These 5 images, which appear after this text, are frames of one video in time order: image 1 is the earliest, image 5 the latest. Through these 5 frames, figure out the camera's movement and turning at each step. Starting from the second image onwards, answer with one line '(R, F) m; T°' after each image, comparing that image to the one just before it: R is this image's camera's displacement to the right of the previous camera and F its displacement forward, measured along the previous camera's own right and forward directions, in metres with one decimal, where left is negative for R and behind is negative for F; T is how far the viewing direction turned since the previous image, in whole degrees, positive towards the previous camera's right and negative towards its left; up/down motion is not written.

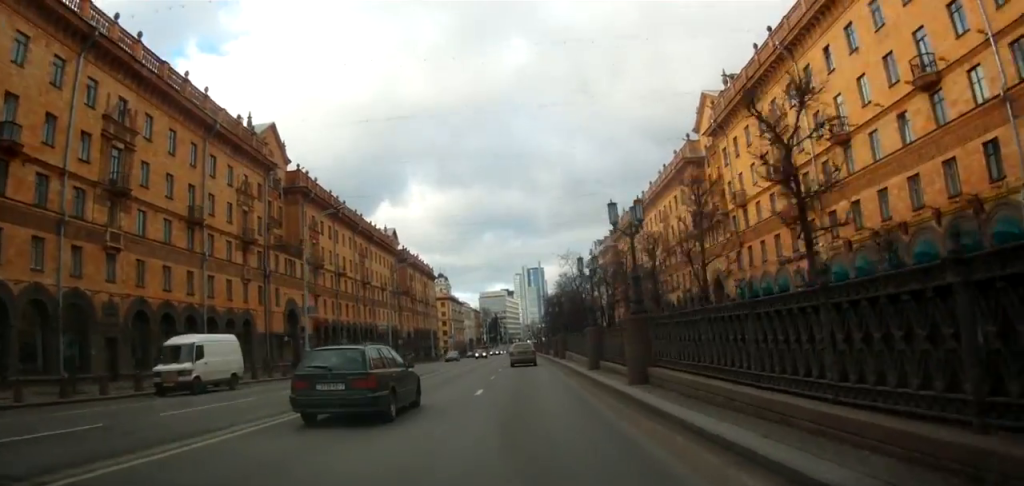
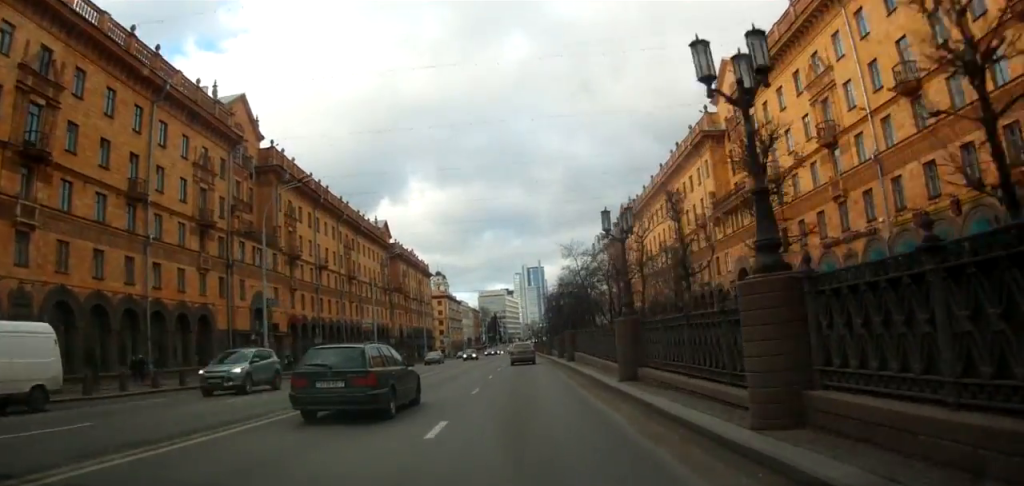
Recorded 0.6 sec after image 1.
(-0.3, +8.5) m; -3°
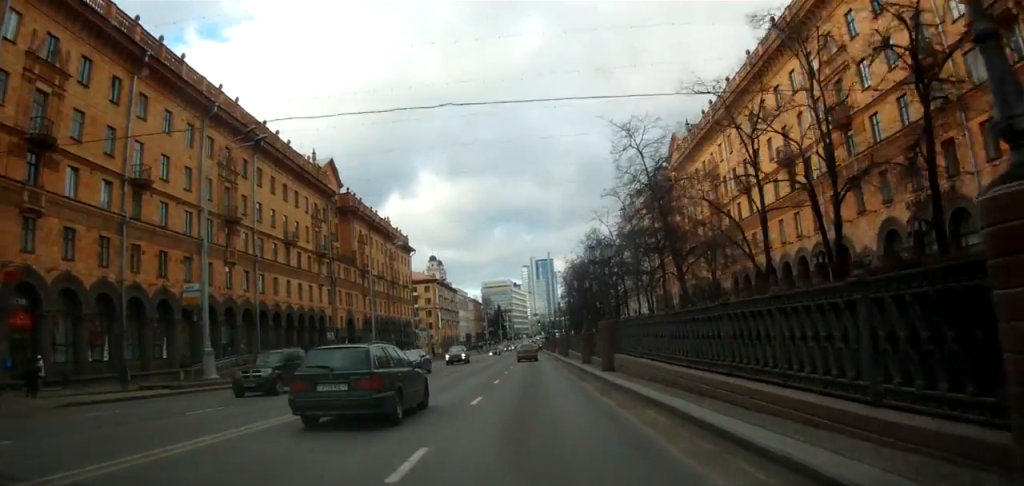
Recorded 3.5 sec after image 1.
(-0.8, +42.8) m; -1°
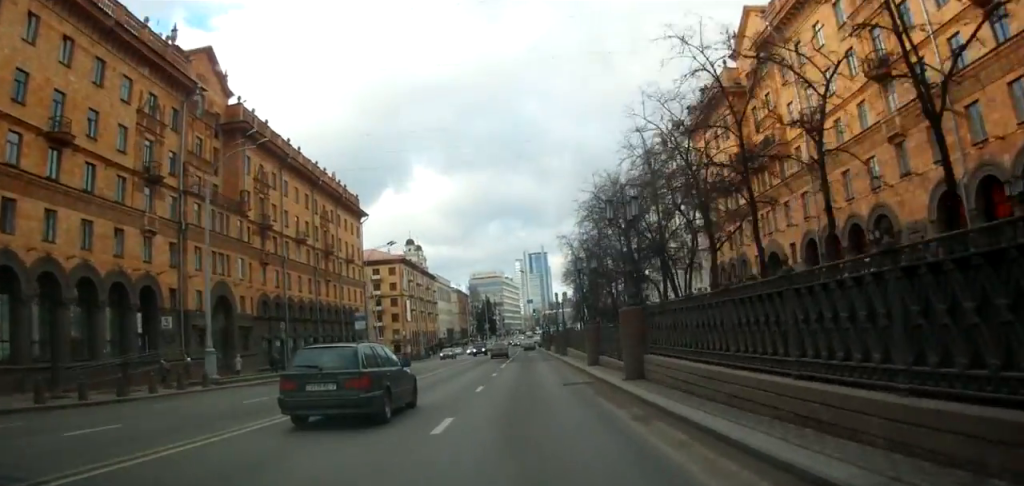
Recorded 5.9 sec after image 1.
(+0.4, +37.6) m; +2°
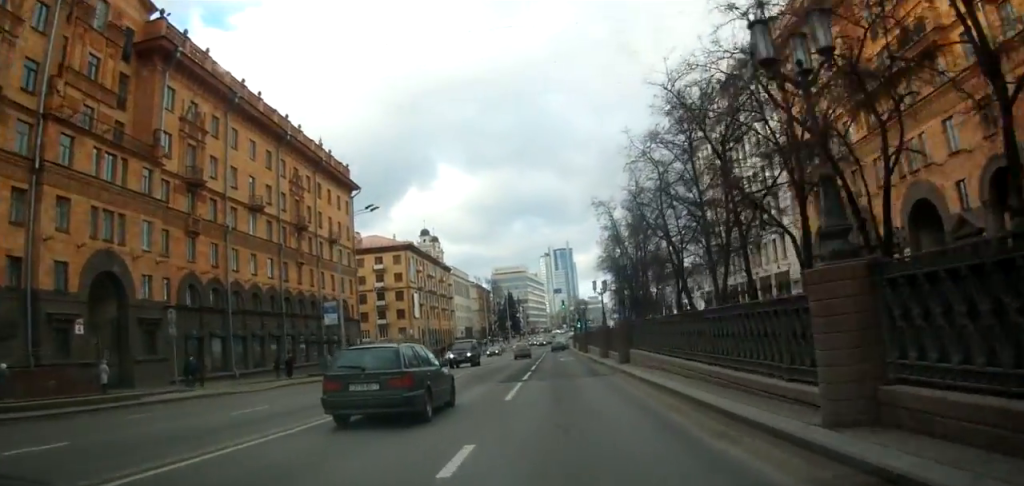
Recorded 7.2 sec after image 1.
(-0.1, +19.6) m; -2°
